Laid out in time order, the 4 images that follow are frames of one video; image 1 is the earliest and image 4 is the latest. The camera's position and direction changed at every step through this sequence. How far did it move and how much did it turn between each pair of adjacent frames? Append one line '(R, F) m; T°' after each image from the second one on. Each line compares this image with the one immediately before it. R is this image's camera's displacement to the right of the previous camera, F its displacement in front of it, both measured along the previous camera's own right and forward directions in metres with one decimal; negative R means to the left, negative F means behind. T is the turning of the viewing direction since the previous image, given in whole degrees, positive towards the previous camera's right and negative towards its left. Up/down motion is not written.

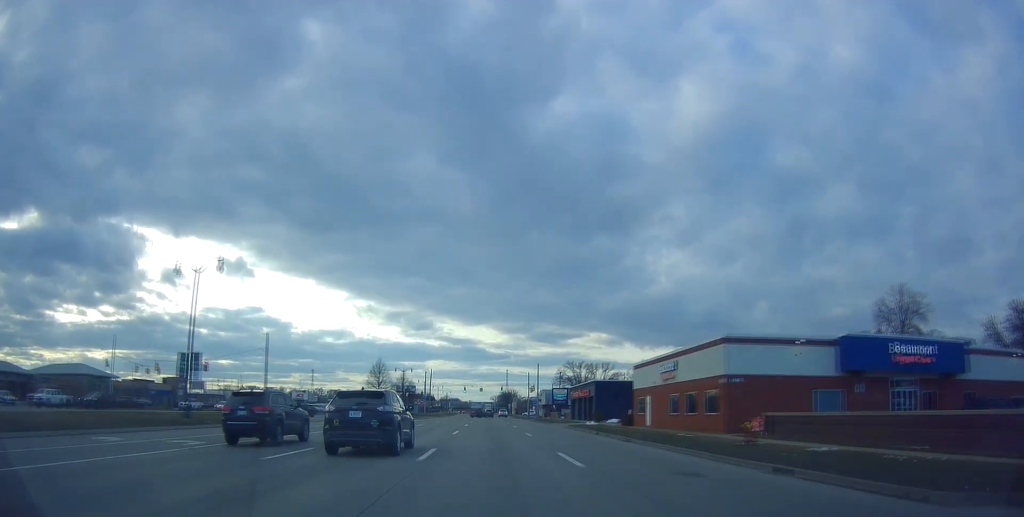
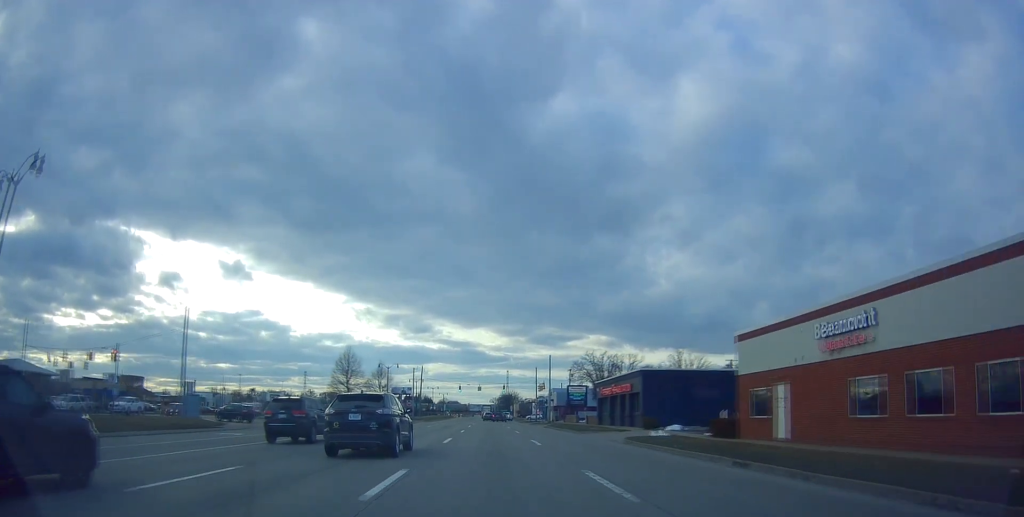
(+0.7, +22.4) m; +4°
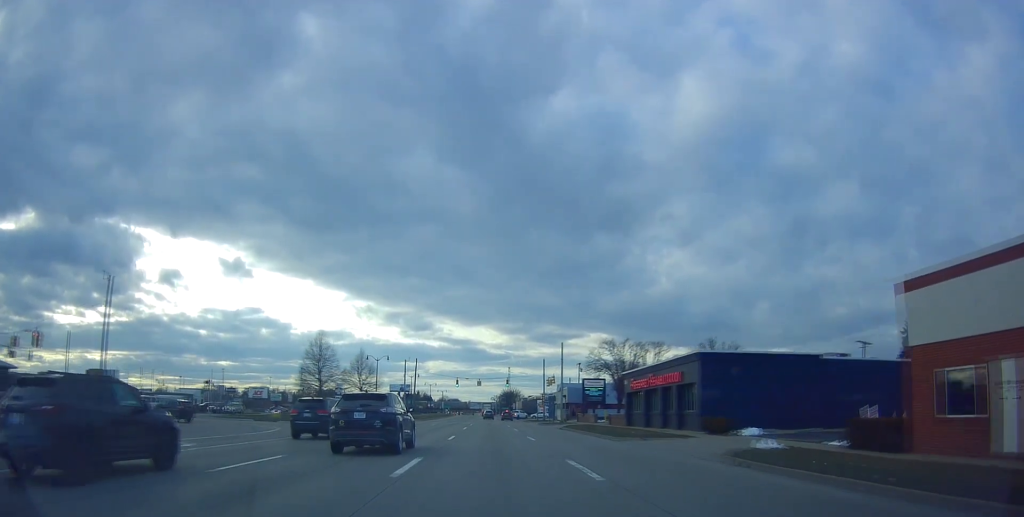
(+0.4, +14.4) m; +1°
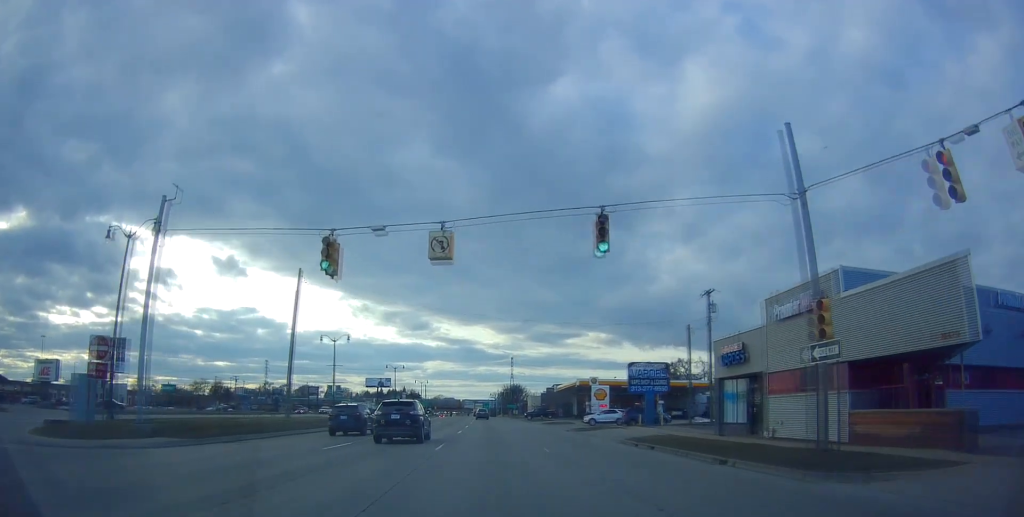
(-3.3, +84.5) m; -3°
